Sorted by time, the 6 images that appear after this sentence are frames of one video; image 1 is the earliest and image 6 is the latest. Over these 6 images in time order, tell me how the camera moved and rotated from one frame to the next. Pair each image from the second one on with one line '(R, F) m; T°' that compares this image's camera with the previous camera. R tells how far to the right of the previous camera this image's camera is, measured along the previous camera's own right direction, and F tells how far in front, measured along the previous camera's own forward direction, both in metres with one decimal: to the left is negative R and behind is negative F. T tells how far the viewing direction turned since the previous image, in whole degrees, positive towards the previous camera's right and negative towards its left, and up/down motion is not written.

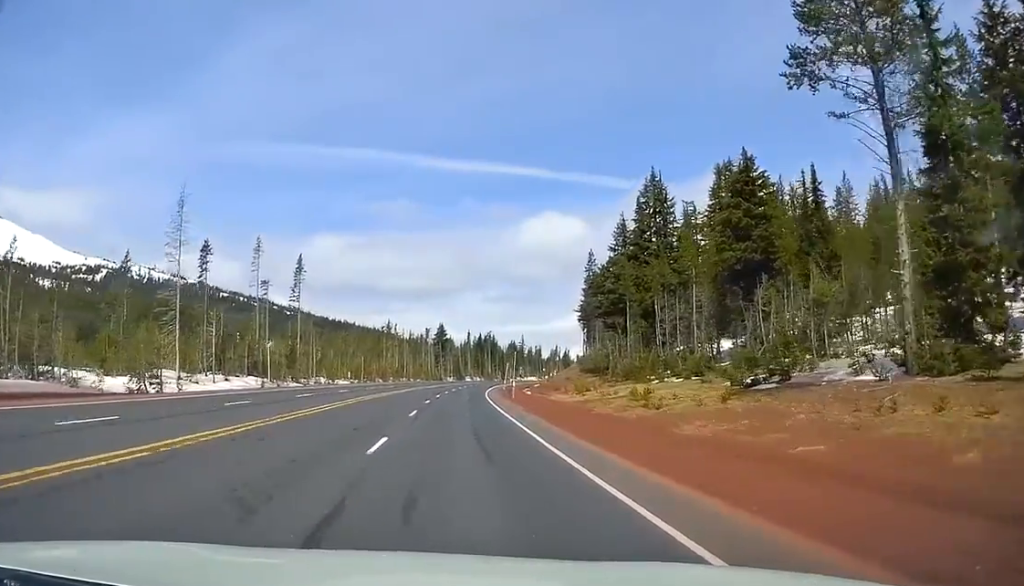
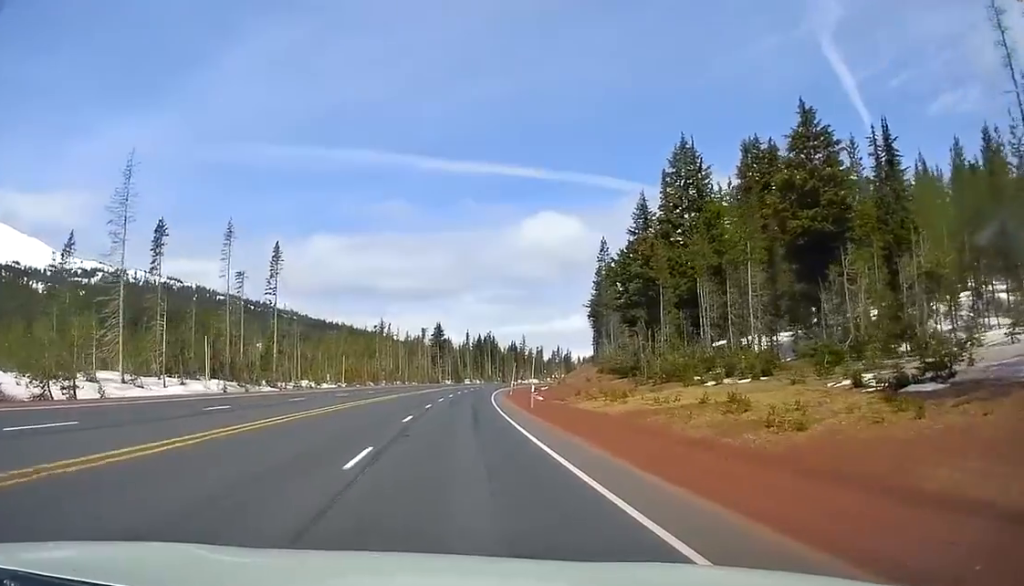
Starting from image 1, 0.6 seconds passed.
(0.0, +14.0) m; +1°
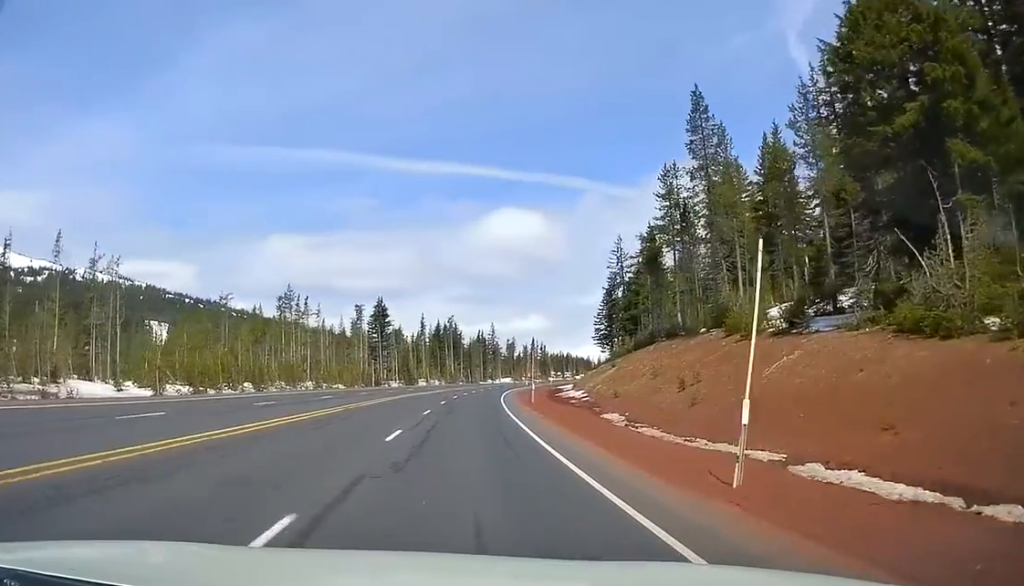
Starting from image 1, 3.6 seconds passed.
(+0.1, +77.9) m; +1°
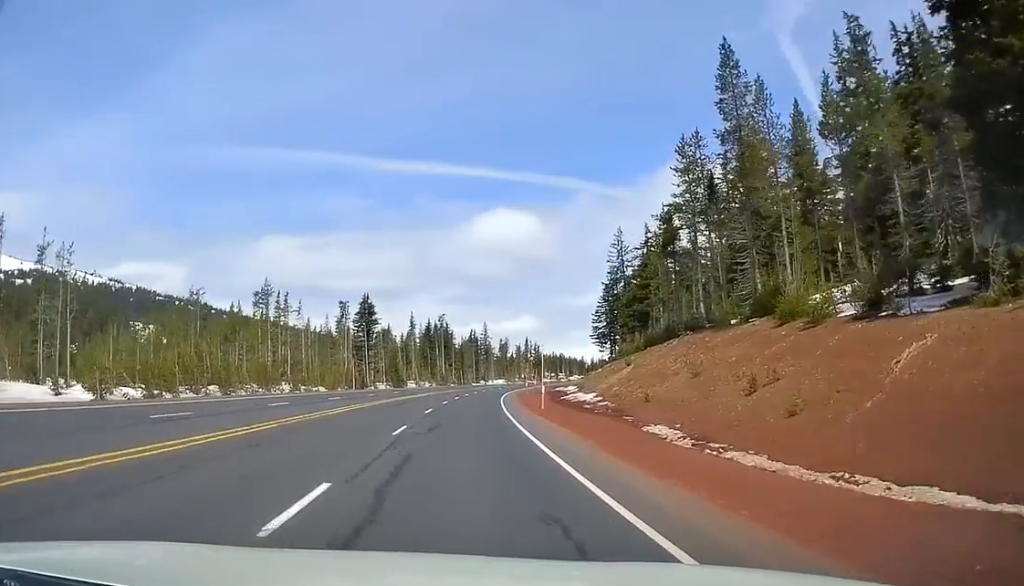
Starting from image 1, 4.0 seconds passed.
(0.0, +11.2) m; +1°
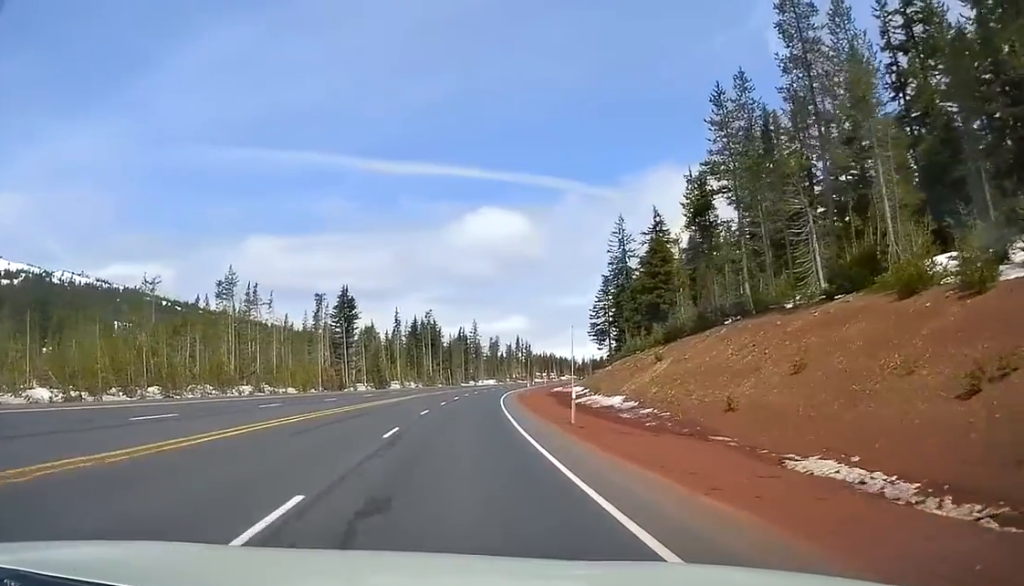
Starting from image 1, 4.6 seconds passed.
(-0.1, +15.0) m; +1°
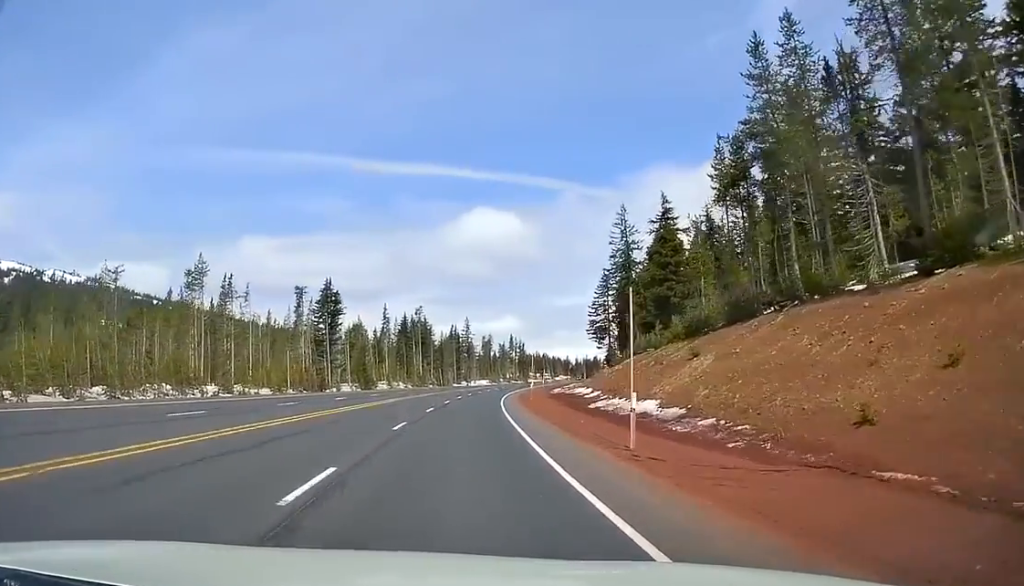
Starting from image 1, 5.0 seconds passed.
(+0.4, +10.3) m; +1°
